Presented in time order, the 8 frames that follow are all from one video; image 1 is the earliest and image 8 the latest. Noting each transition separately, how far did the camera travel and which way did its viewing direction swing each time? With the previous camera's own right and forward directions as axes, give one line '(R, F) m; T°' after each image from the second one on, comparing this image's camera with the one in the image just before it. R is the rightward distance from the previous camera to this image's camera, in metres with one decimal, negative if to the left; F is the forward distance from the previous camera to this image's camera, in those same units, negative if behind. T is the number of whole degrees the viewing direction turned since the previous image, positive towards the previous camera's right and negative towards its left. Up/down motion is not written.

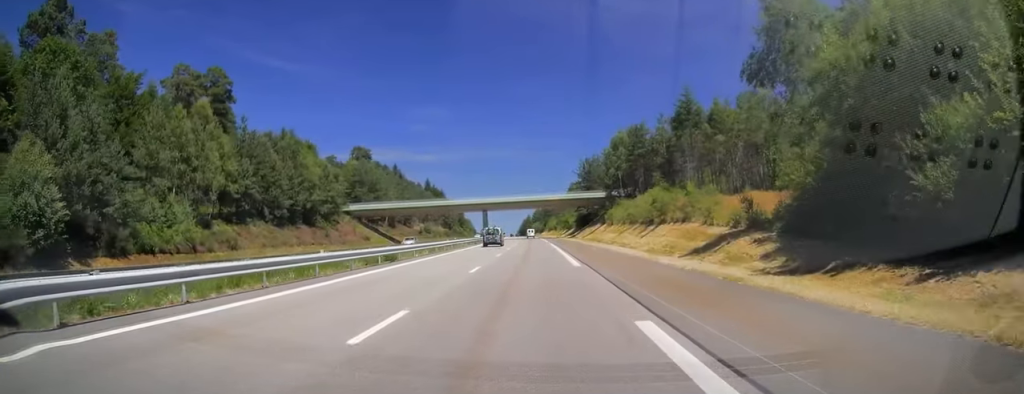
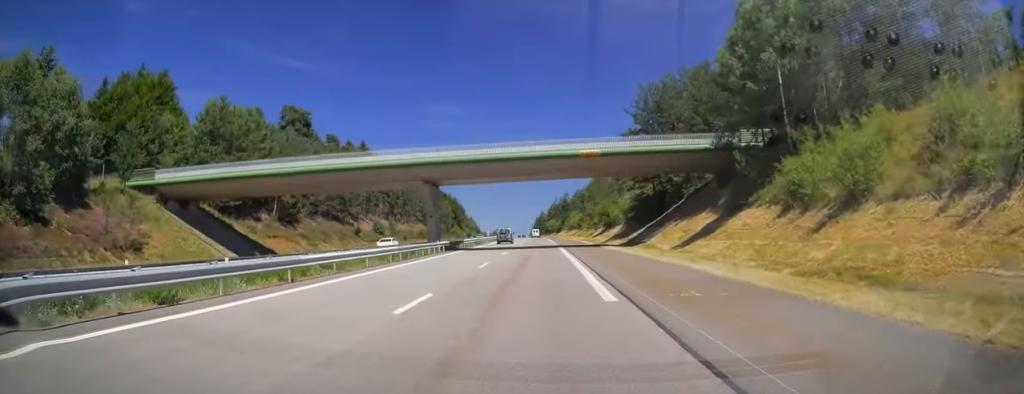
(-1.0, +62.5) m; -2°
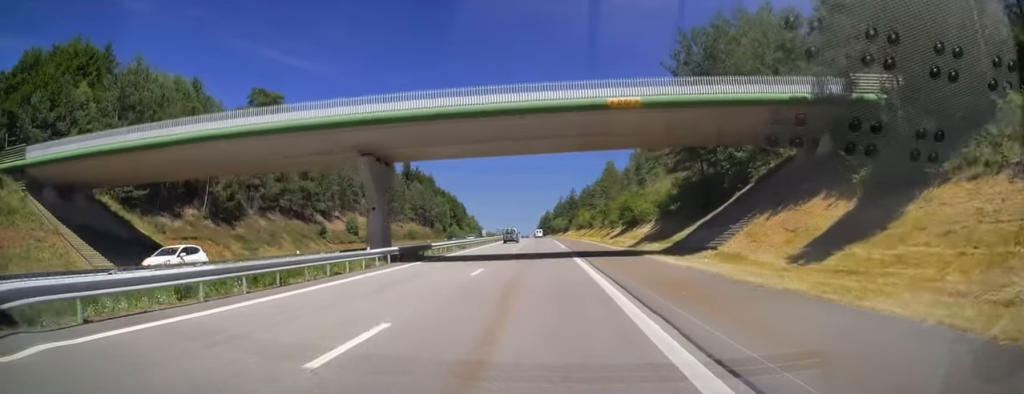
(-0.2, +17.2) m; 0°
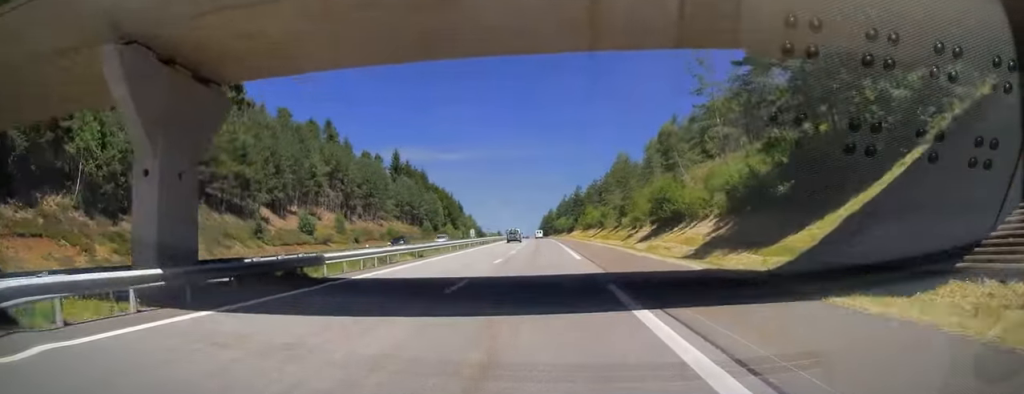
(+0.2, +18.7) m; 0°
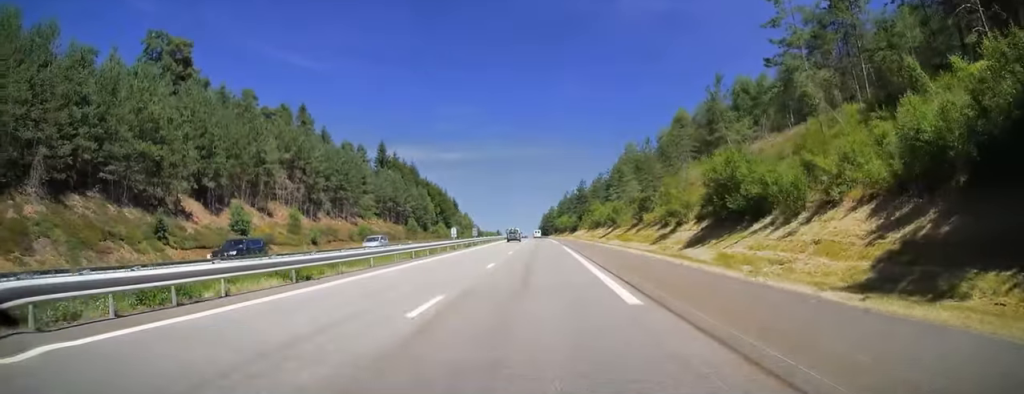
(+0.1, +16.7) m; 0°
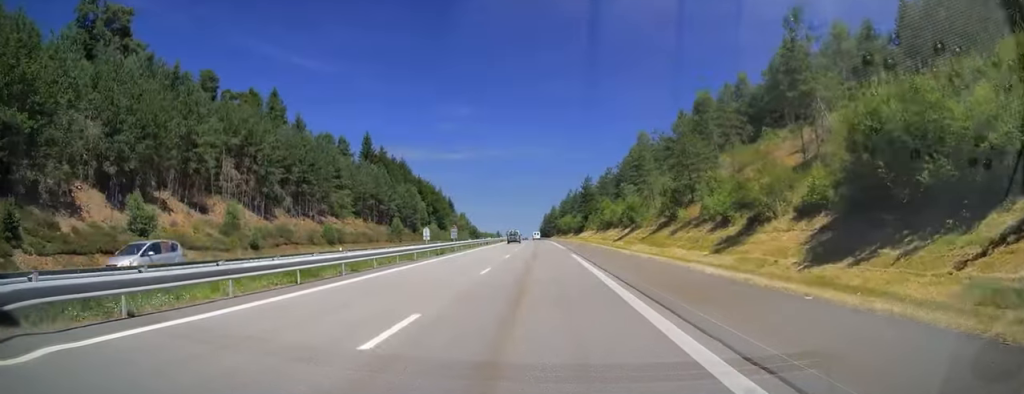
(-0.2, +15.7) m; 0°
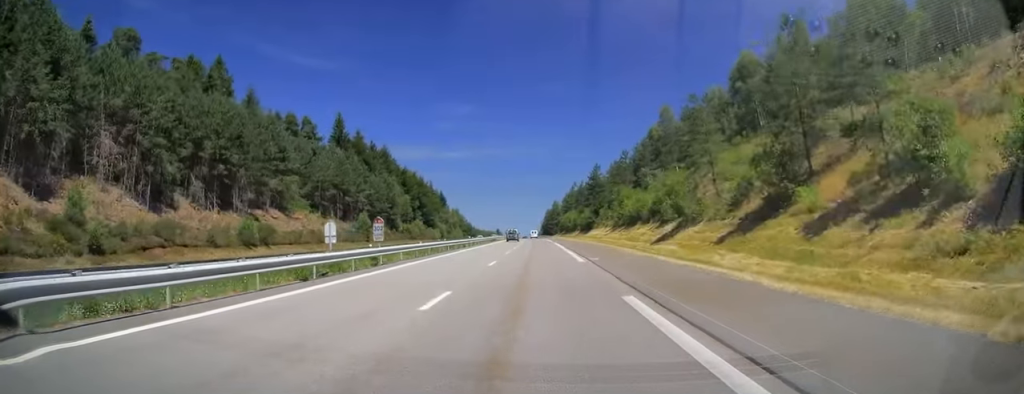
(-0.1, +22.5) m; 0°
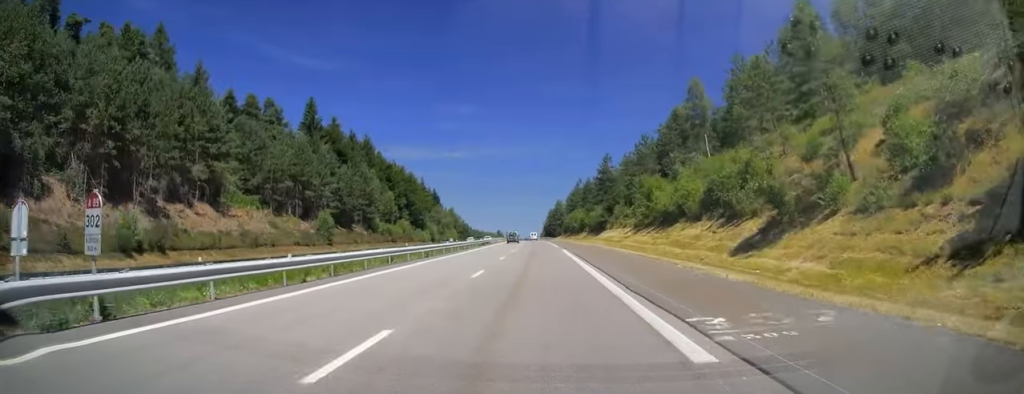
(0.0, +18.2) m; 0°
